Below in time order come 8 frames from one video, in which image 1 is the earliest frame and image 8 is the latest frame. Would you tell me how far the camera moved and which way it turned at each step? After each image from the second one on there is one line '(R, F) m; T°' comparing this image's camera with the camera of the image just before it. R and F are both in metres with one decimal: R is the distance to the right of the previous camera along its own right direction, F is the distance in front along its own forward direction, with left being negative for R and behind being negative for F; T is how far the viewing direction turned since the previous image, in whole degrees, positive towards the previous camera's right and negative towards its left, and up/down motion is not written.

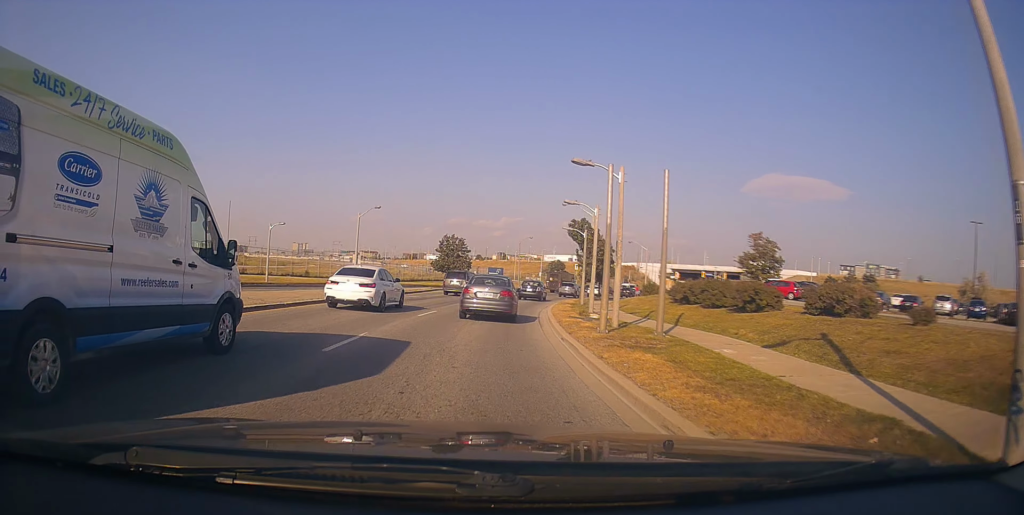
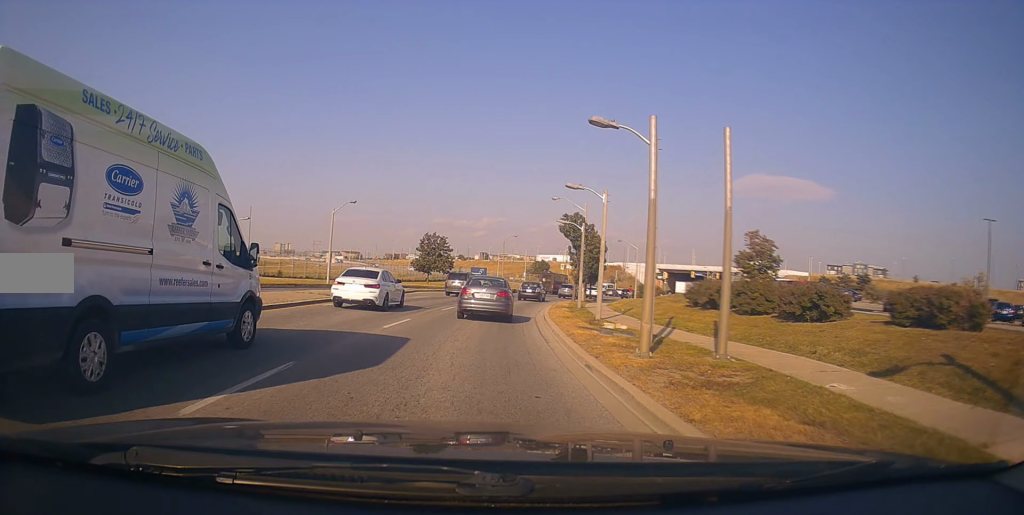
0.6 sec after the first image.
(+0.2, +4.2) m; +4°
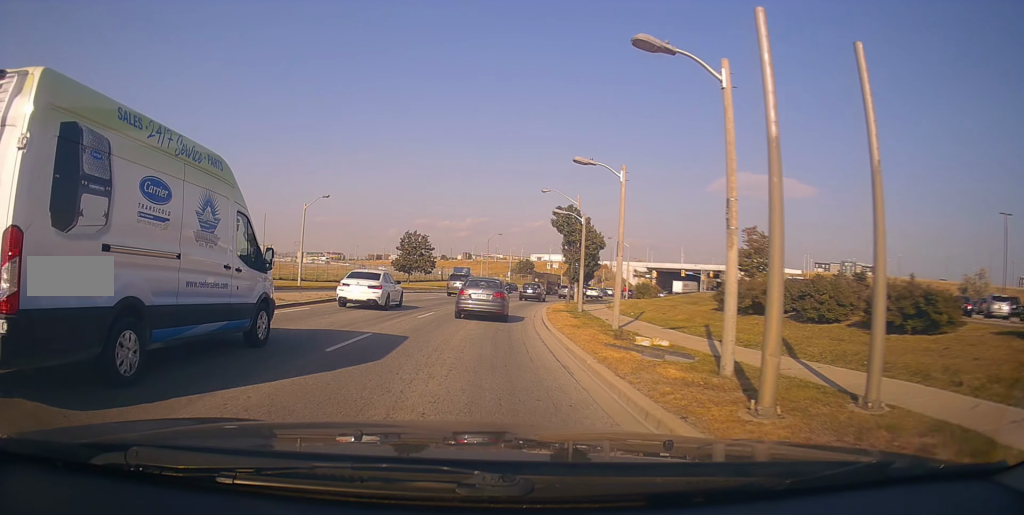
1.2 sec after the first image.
(+0.2, +4.2) m; +3°
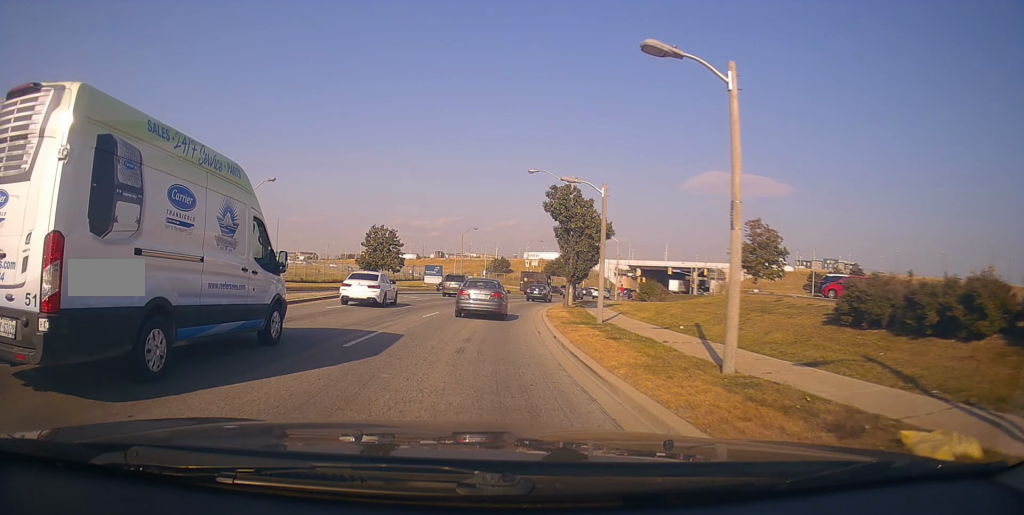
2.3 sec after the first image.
(+0.1, +8.1) m; +1°
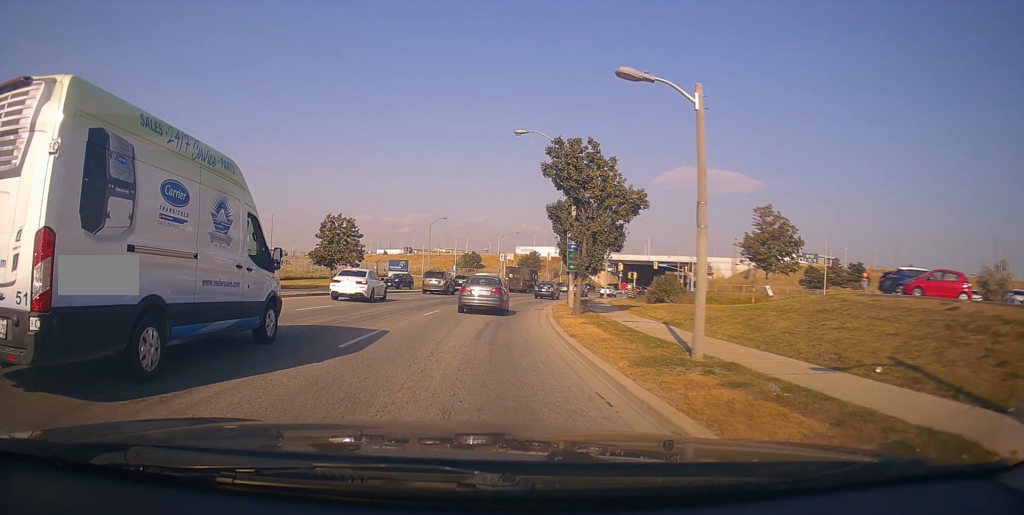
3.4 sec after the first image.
(+0.1, +9.6) m; +2°
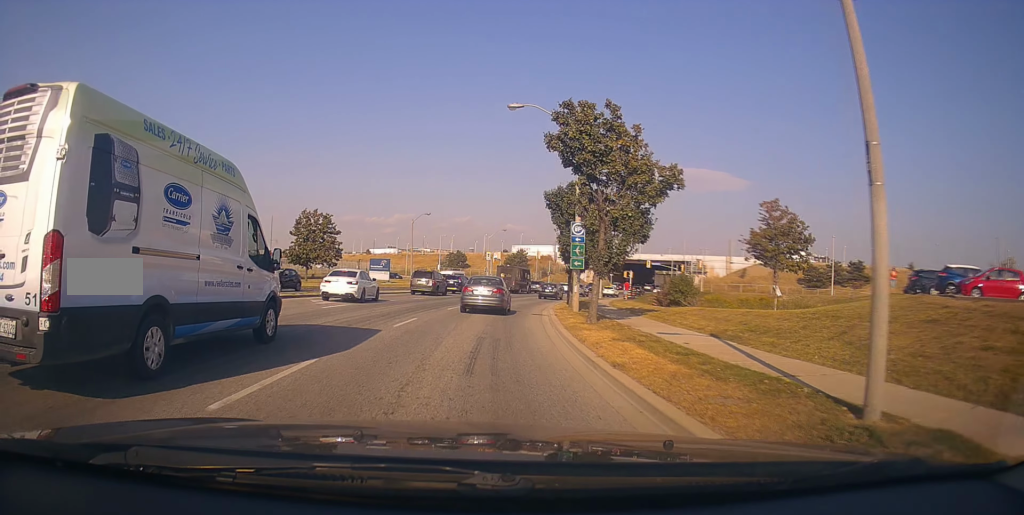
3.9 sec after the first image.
(+0.1, +4.7) m; +1°
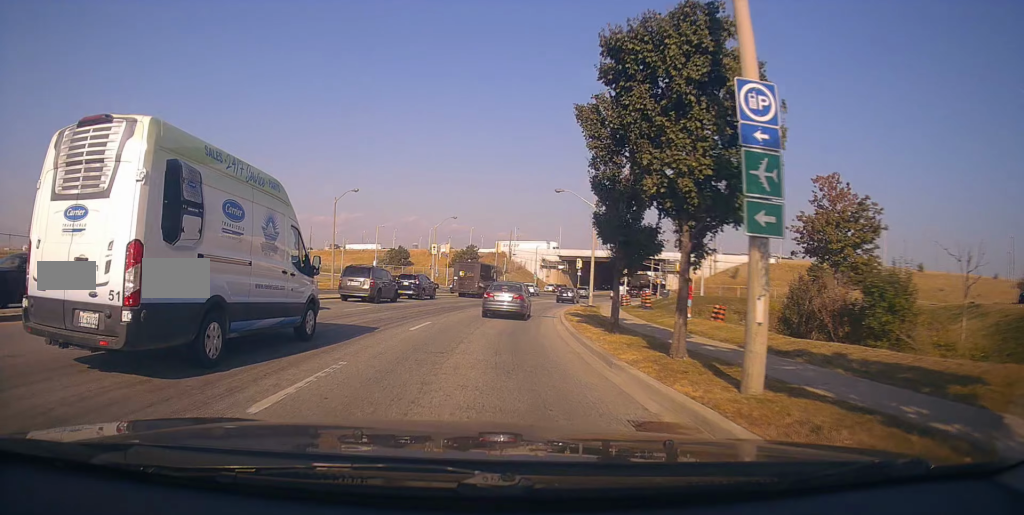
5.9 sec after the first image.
(+1.0, +18.2) m; +5°
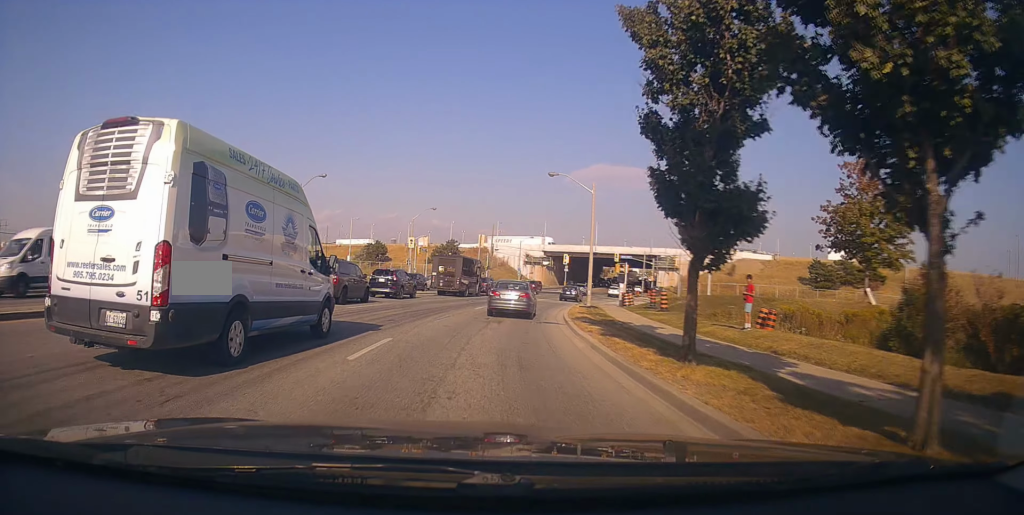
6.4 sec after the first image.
(+0.2, +5.8) m; +1°
